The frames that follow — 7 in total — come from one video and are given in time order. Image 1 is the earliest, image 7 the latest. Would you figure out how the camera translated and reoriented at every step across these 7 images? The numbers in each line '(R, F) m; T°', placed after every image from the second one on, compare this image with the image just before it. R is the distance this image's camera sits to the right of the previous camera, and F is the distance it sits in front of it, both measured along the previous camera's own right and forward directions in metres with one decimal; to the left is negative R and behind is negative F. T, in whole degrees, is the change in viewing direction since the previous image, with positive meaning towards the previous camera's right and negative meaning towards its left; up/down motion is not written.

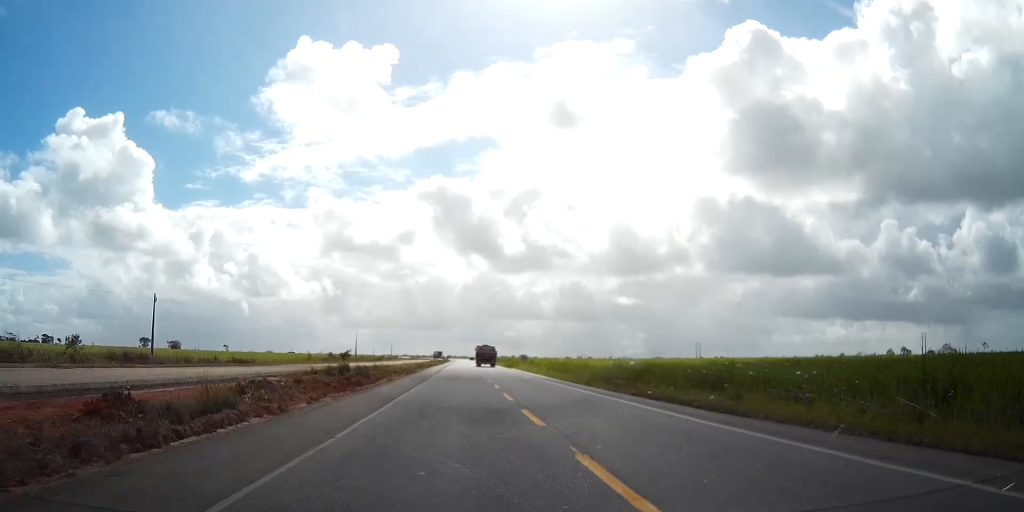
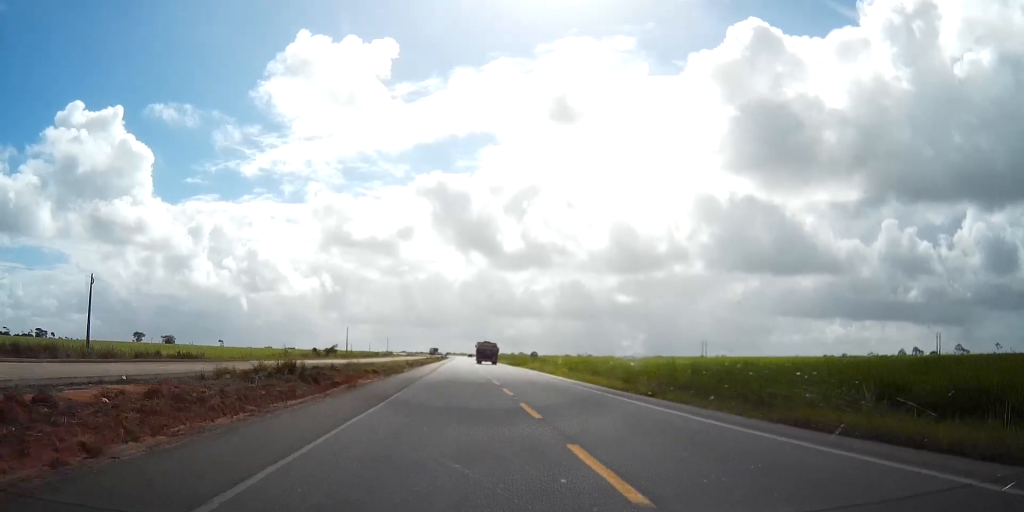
(0.0, +15.8) m; 0°
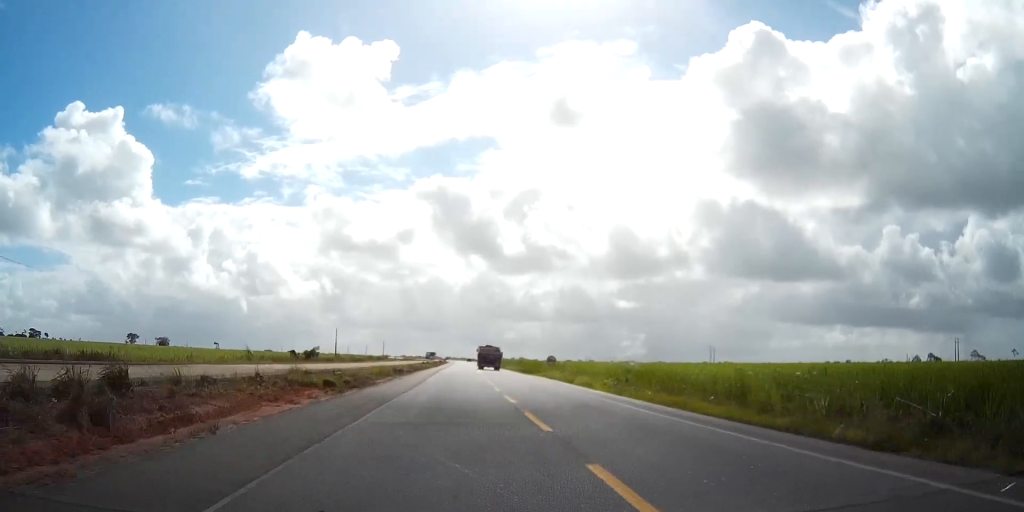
(-0.1, +17.1) m; 0°
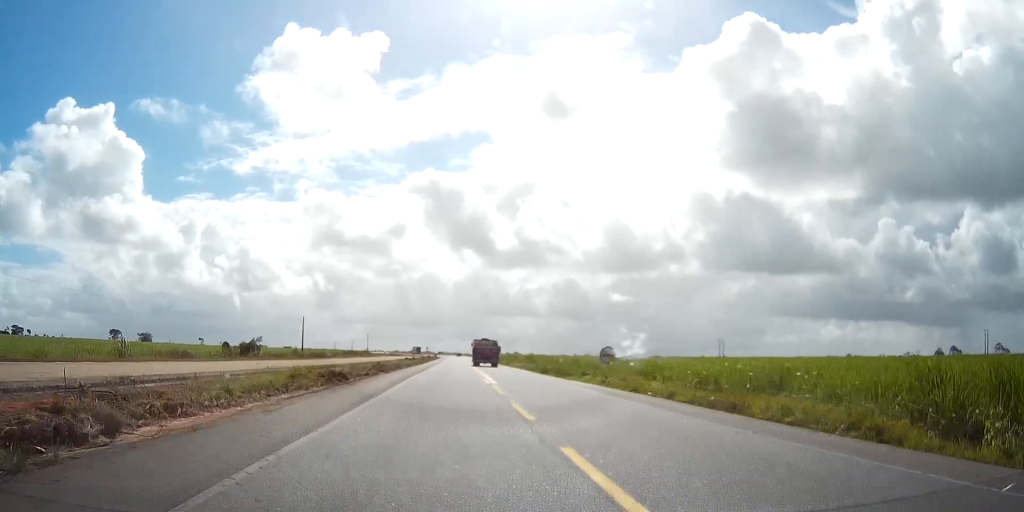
(-0.1, +30.8) m; 0°
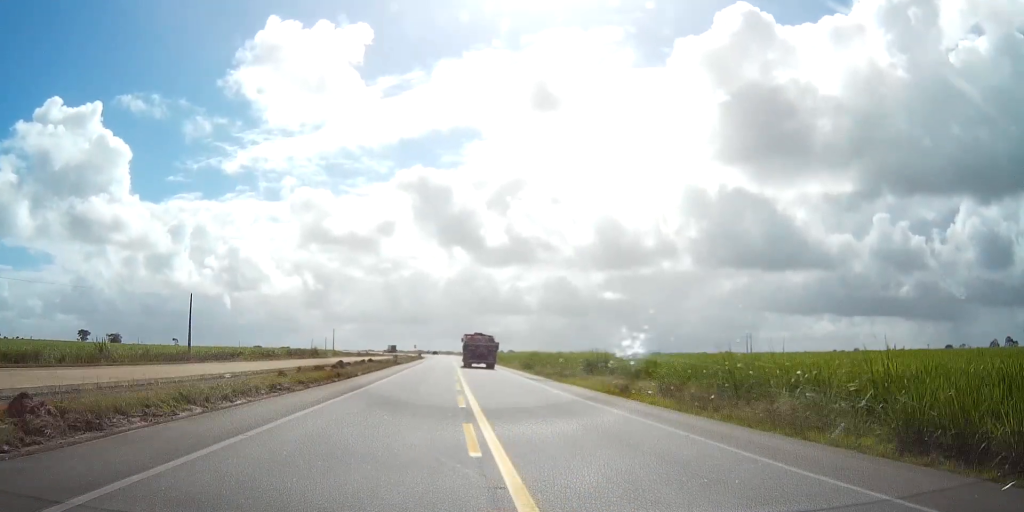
(+0.6, +58.7) m; +1°
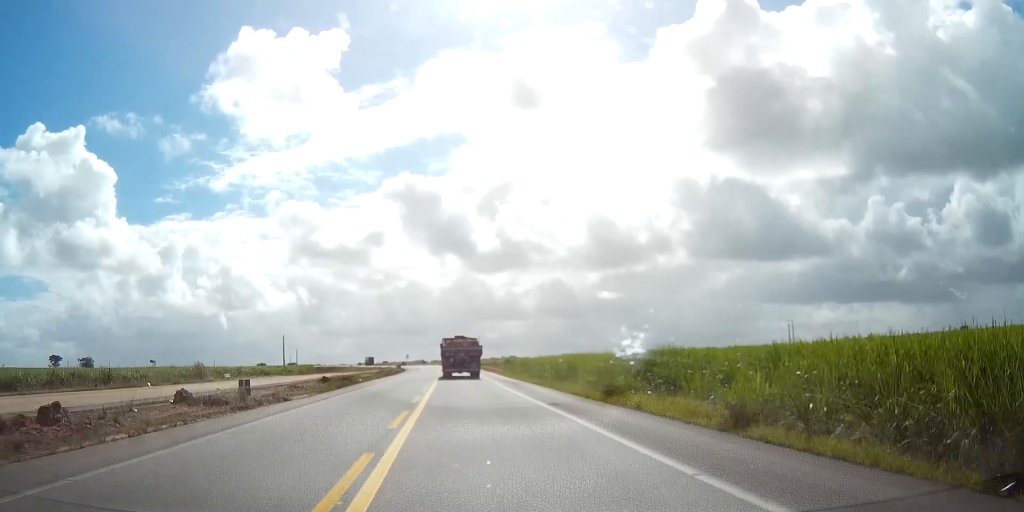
(-0.2, +59.9) m; 0°
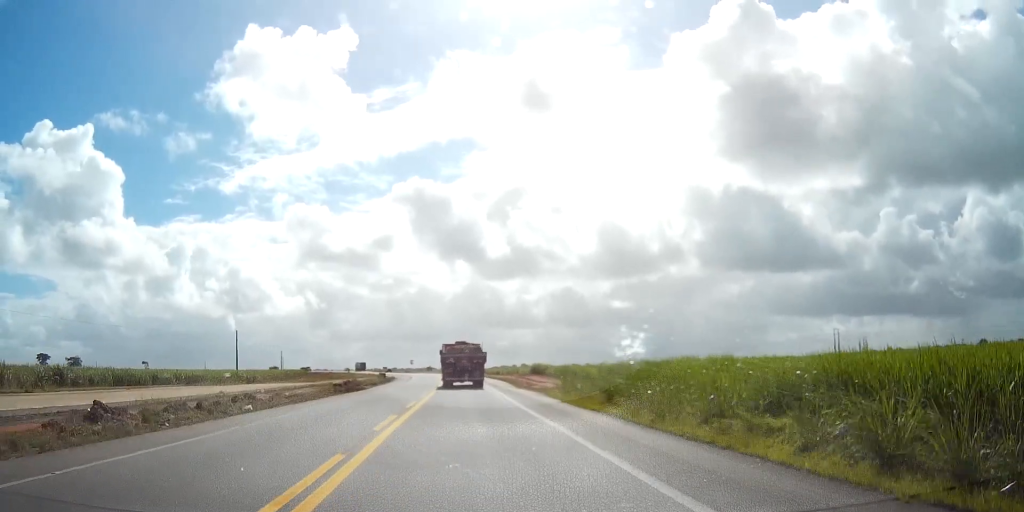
(-0.3, +40.3) m; -1°
